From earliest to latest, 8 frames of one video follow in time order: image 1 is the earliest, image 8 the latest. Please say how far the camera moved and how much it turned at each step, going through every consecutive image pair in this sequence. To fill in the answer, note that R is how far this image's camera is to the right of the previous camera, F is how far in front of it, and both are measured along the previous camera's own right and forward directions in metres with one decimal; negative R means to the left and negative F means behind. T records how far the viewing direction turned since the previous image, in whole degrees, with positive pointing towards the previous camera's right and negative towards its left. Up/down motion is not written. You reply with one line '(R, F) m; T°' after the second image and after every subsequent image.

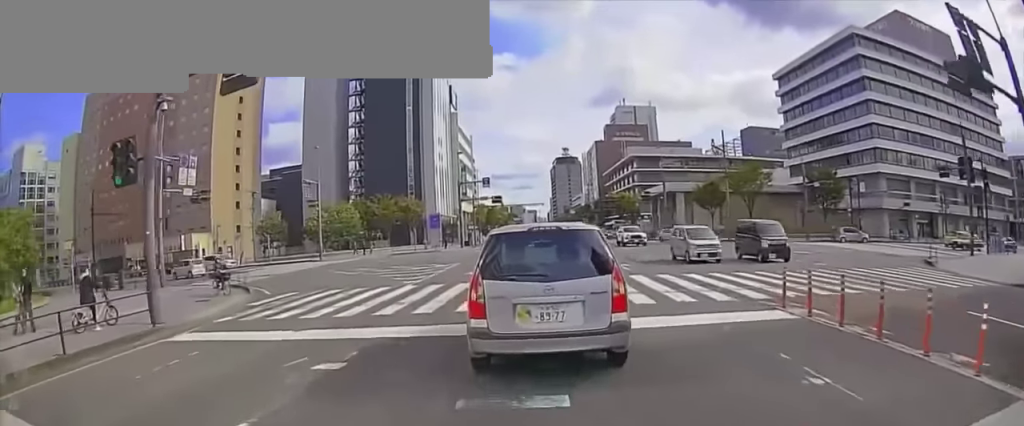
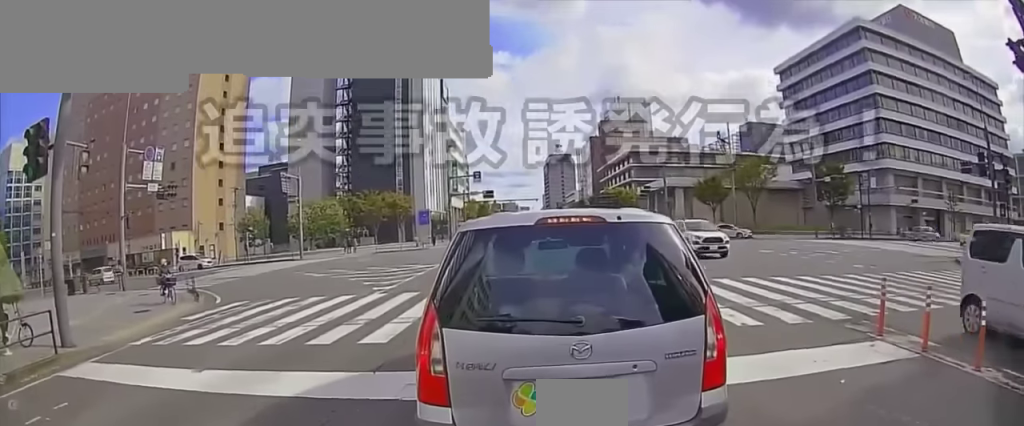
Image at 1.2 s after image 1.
(-0.6, +3.4) m; -8°
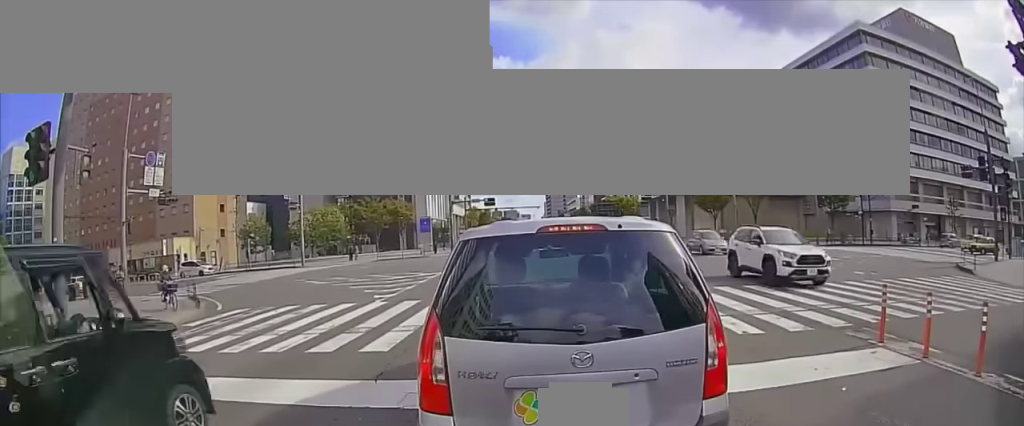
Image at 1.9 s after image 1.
(+0.1, +0.8) m; 0°
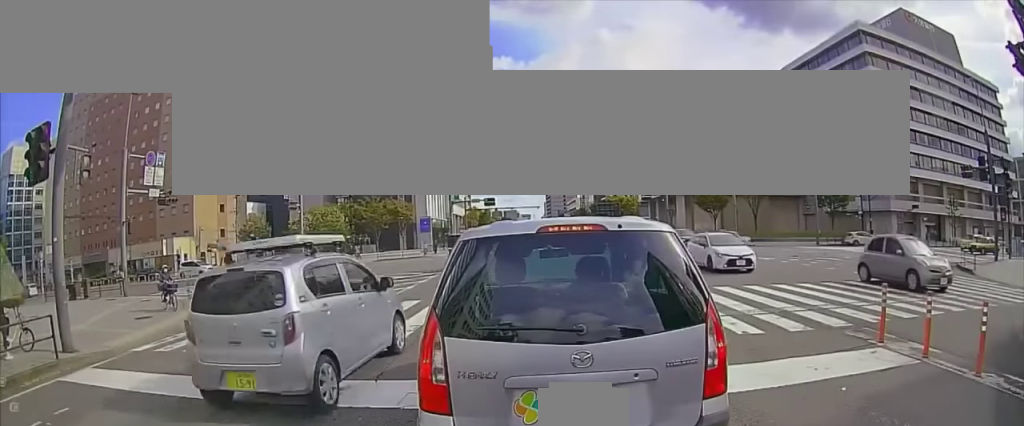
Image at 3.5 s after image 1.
(0.0, +0.1) m; 0°
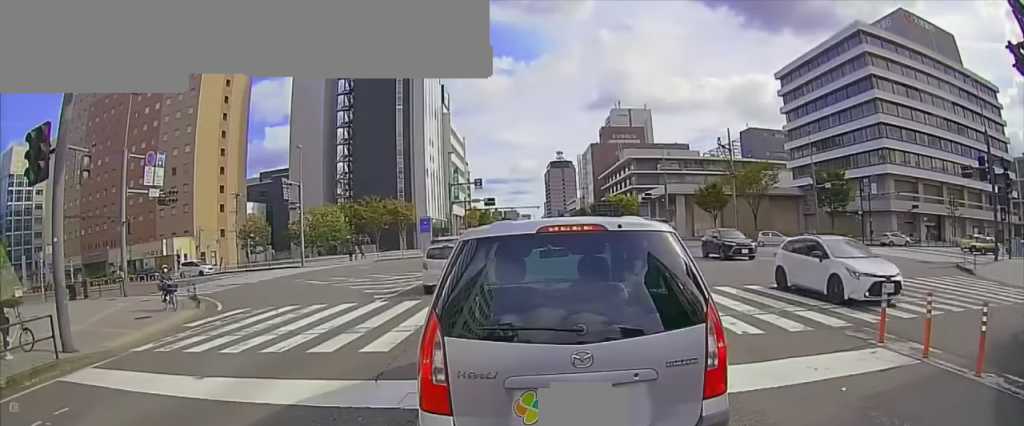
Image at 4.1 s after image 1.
(0.0, 0.0) m; 0°
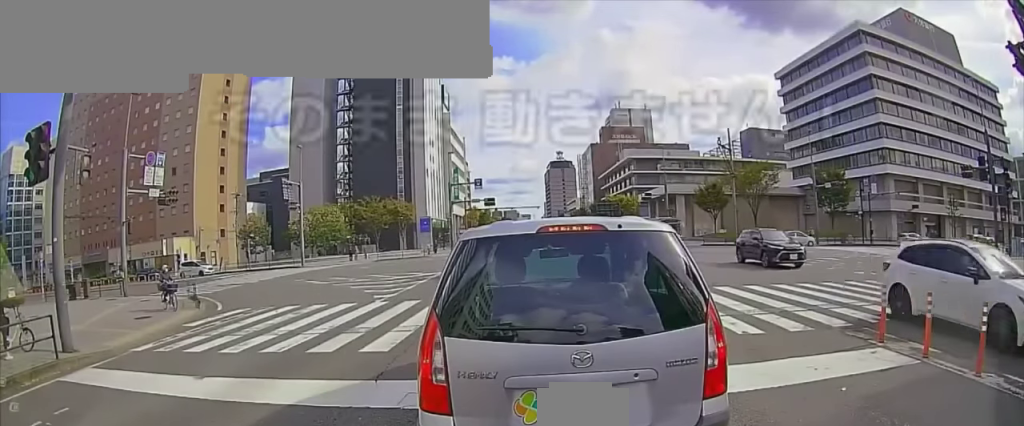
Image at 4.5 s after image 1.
(0.0, 0.0) m; 0°
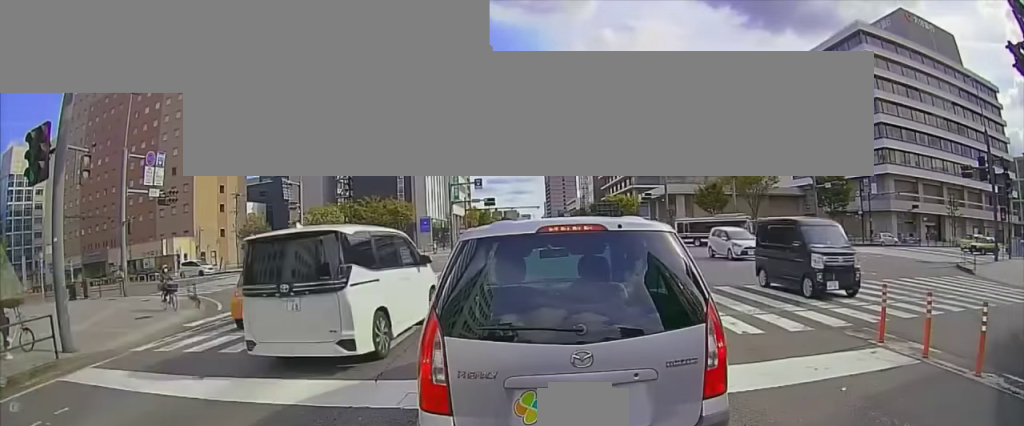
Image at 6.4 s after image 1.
(0.0, 0.0) m; 0°
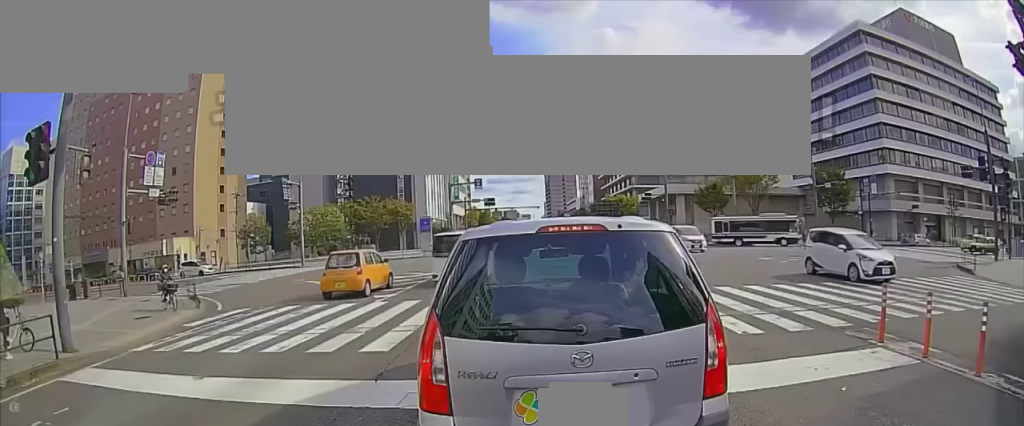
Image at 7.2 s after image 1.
(0.0, +0.1) m; 0°
